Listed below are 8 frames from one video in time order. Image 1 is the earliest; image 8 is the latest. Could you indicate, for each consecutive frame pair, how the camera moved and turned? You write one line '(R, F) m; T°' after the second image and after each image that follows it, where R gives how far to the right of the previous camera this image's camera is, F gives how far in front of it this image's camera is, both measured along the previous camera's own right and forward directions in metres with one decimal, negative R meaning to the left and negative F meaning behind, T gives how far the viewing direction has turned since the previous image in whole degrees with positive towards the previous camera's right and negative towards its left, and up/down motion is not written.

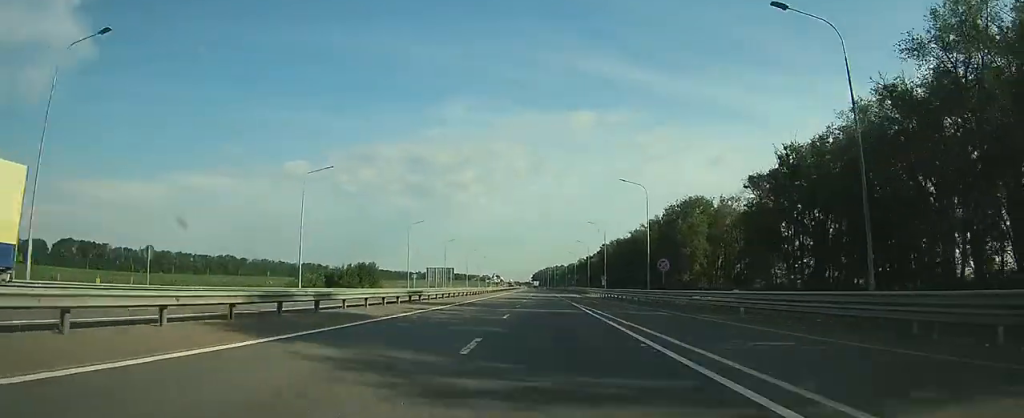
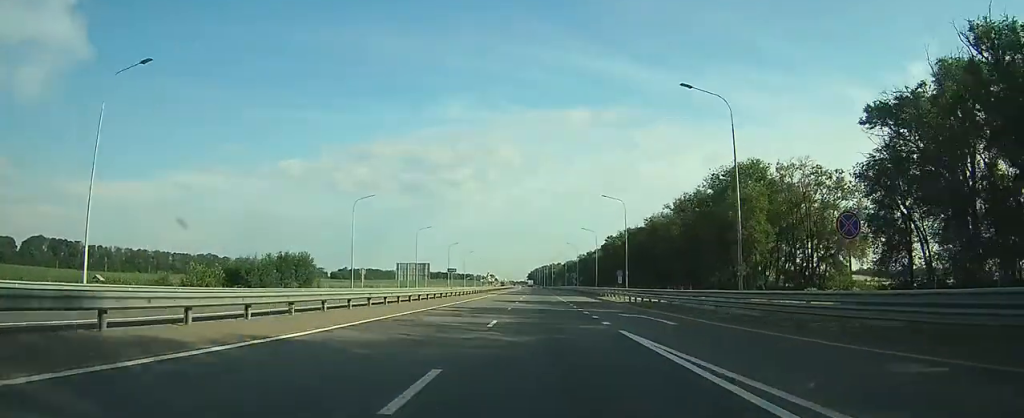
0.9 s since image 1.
(0.0, +28.9) m; 0°
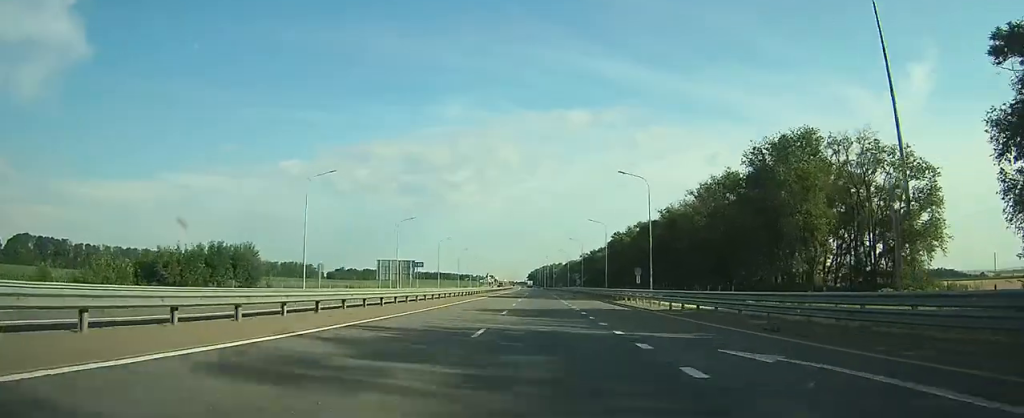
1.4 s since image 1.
(0.0, +15.5) m; 0°
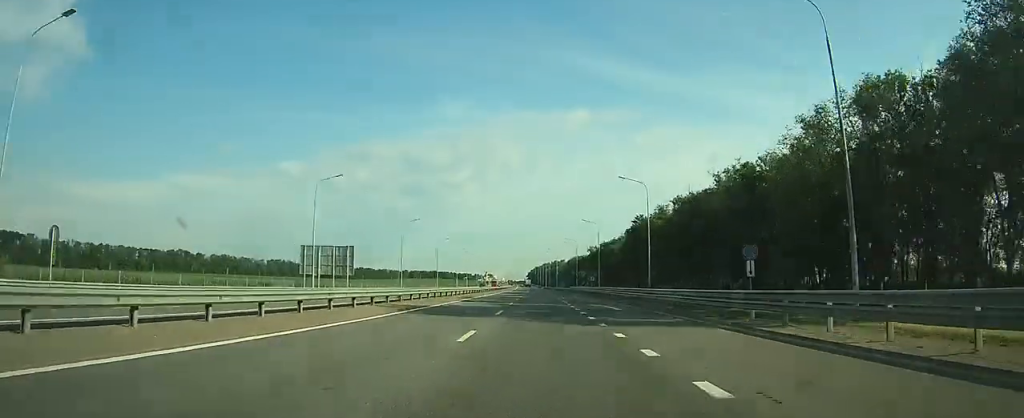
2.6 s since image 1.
(+0.1, +37.3) m; 0°
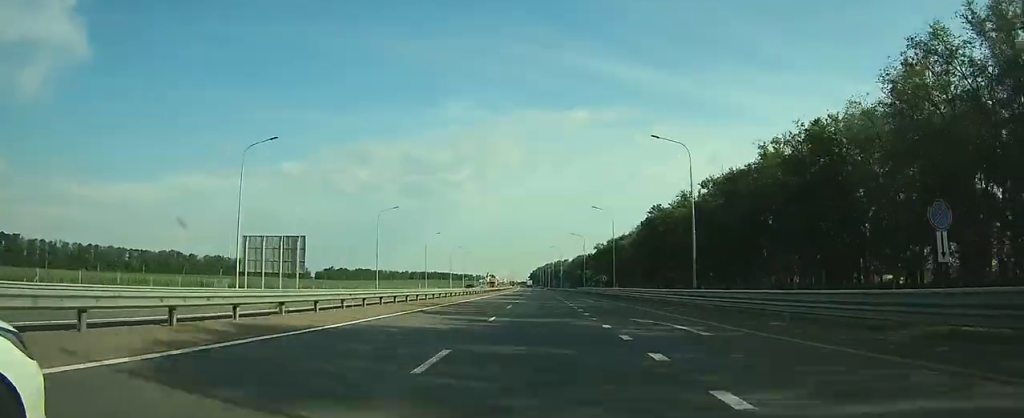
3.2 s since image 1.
(0.0, +16.6) m; 0°
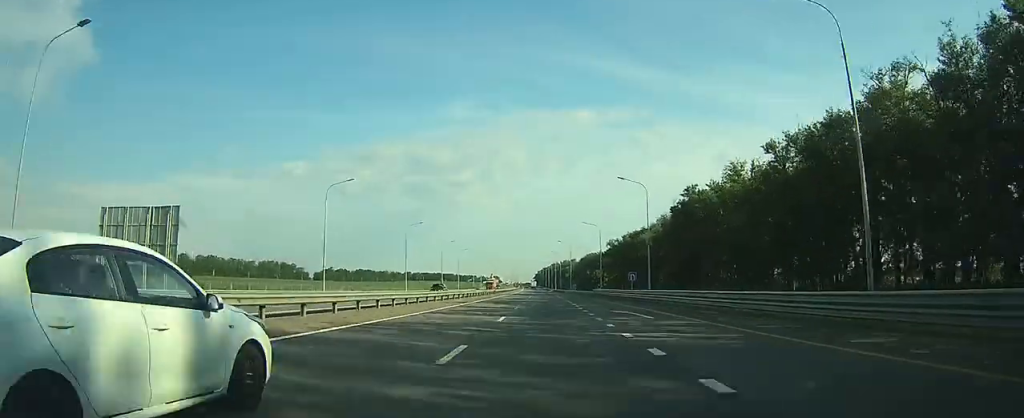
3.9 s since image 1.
(0.0, +22.9) m; 0°
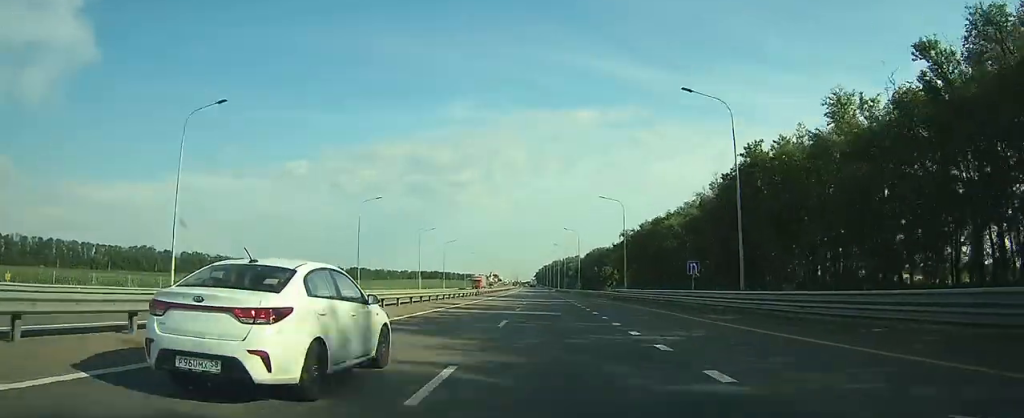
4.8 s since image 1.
(-0.1, +27.1) m; 0°
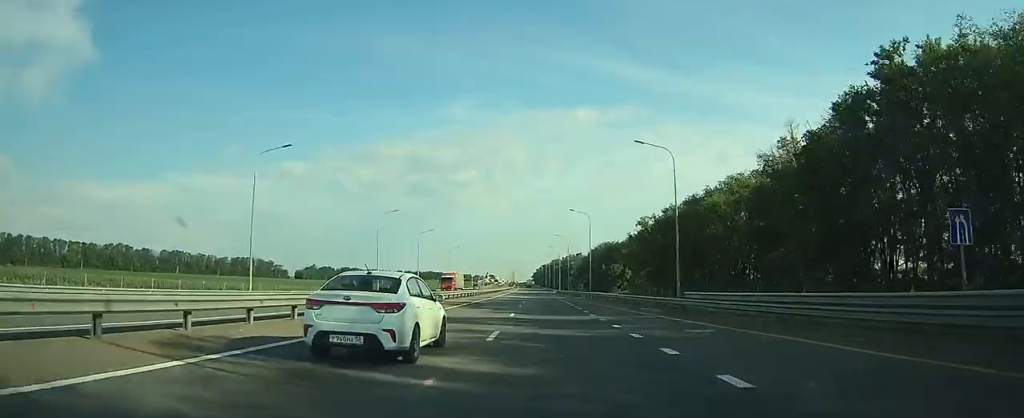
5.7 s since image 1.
(0.0, +28.2) m; 0°
